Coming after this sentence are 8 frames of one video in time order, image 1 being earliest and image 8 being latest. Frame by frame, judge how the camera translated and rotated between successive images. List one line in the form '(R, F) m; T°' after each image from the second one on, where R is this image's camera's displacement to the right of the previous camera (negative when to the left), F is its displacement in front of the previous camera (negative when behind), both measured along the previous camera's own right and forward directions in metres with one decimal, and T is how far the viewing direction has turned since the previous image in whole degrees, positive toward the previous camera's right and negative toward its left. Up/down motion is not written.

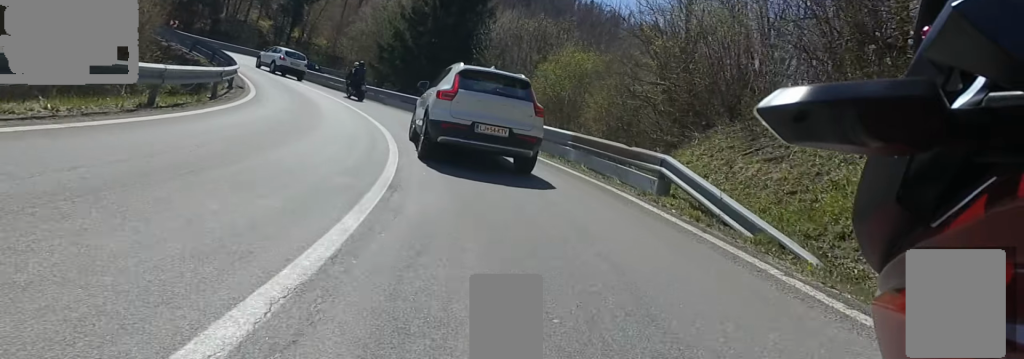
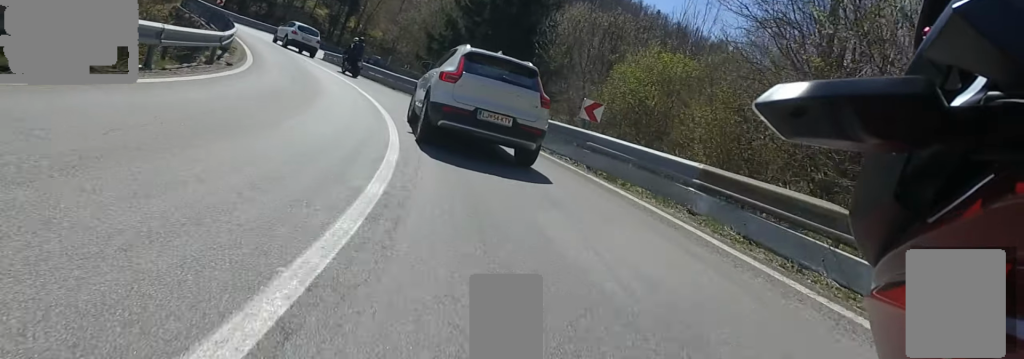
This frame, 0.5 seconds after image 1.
(-0.6, +5.1) m; -6°
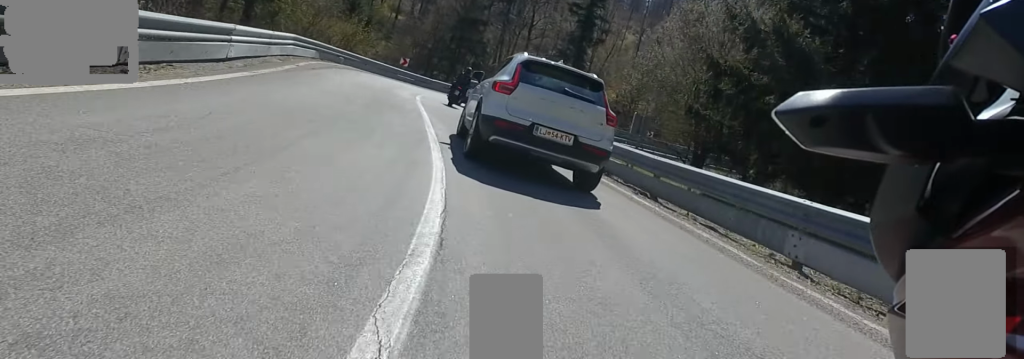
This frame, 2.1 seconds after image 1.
(-2.7, +16.4) m; -18°
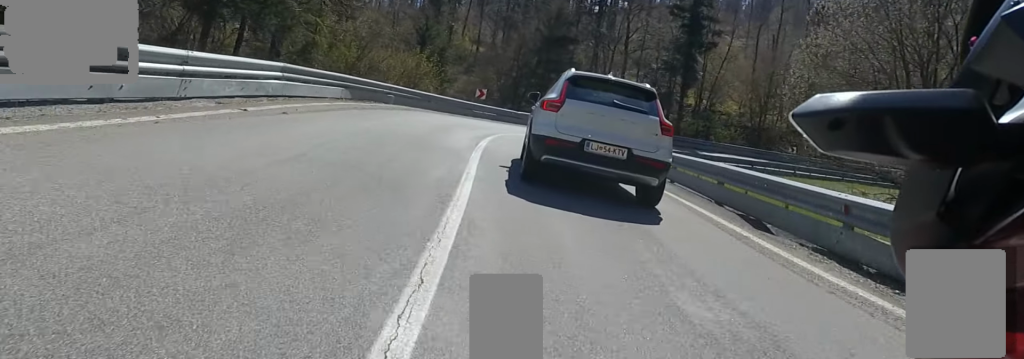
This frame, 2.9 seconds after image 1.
(-0.6, +7.8) m; 0°
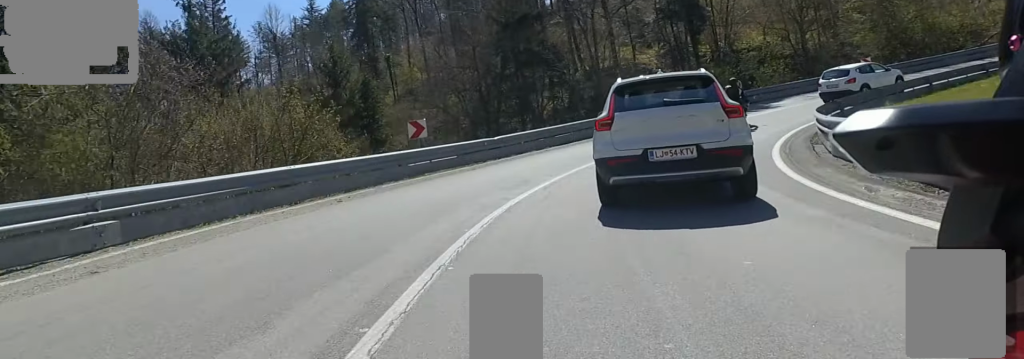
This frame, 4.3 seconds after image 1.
(+0.6, +13.2) m; +6°
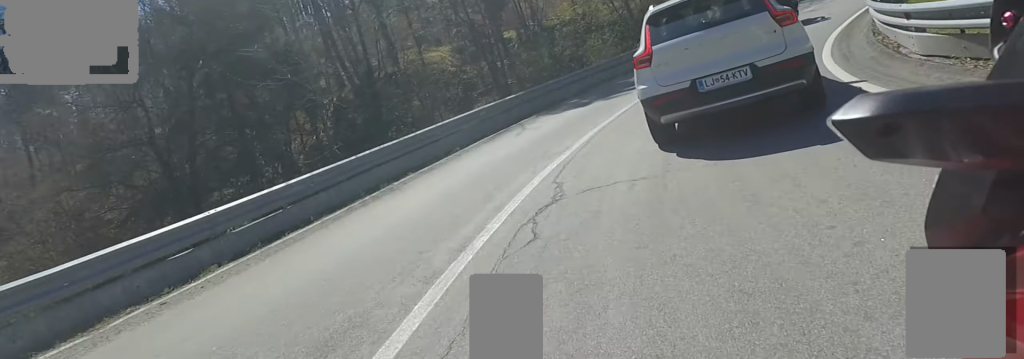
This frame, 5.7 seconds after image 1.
(+1.0, +12.2) m; +21°
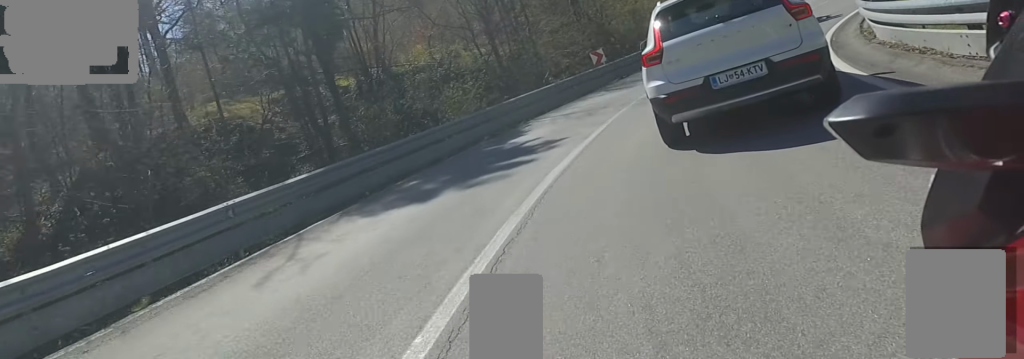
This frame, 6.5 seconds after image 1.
(+1.0, +6.0) m; +17°
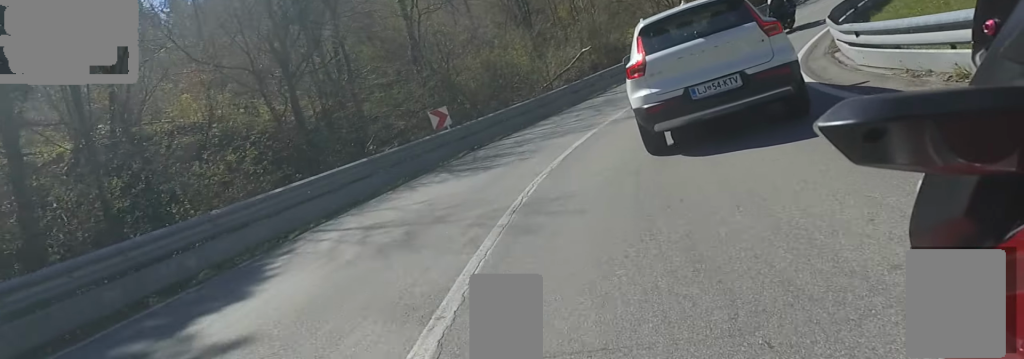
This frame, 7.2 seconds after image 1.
(+1.1, +6.6) m; +17°
